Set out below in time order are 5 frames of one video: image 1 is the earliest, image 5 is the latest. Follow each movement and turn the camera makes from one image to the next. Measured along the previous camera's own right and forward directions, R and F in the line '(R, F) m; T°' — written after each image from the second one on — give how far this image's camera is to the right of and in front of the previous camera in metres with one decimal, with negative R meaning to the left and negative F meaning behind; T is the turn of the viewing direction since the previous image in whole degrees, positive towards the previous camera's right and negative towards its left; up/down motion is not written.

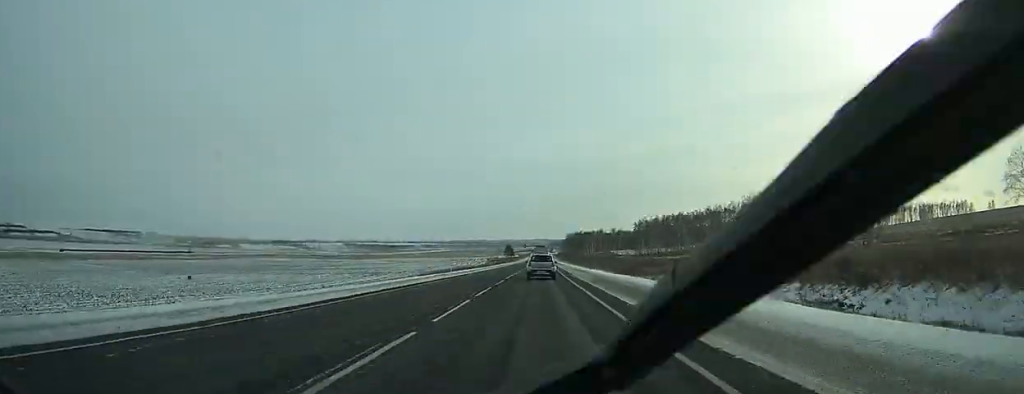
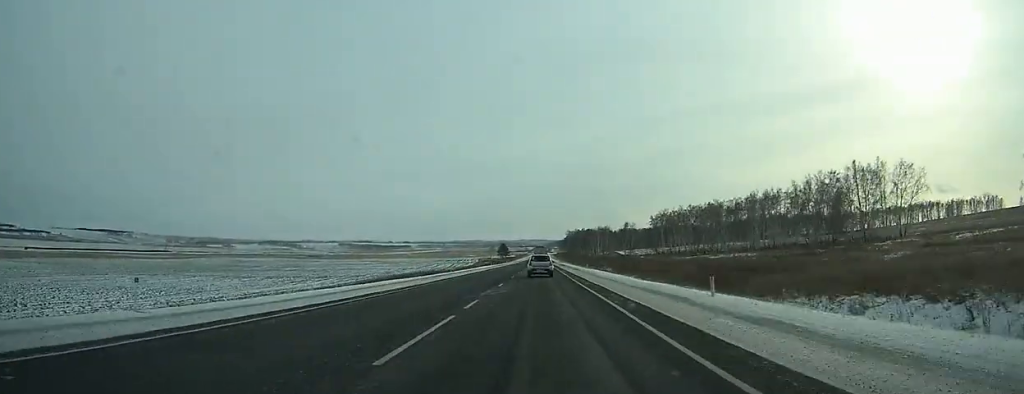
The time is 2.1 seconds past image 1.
(+0.1, +54.3) m; 0°
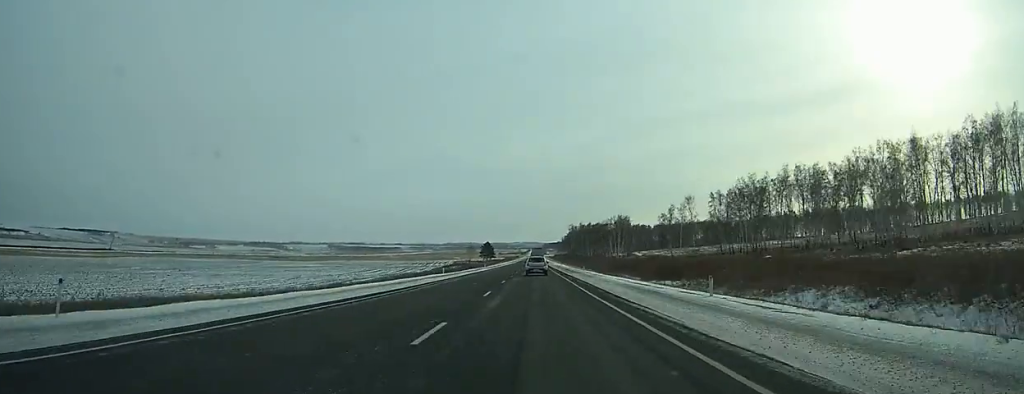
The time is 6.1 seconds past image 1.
(+0.6, +111.6) m; +1°
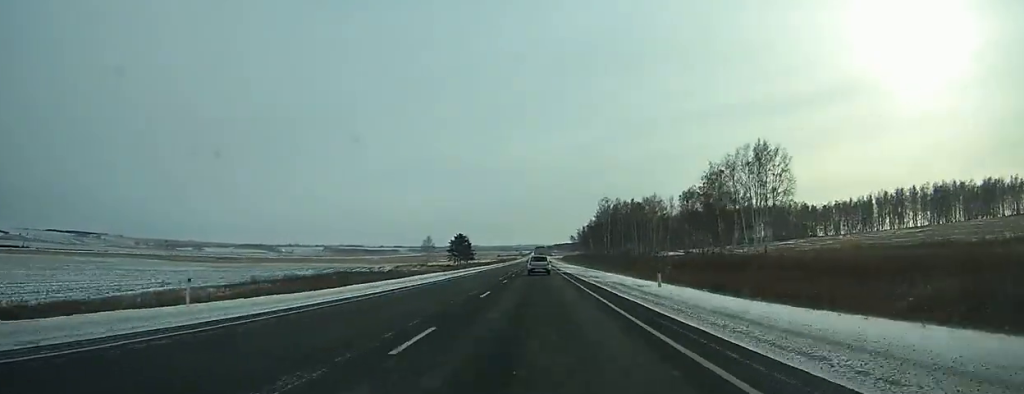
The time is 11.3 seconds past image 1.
(0.0, +141.7) m; 0°
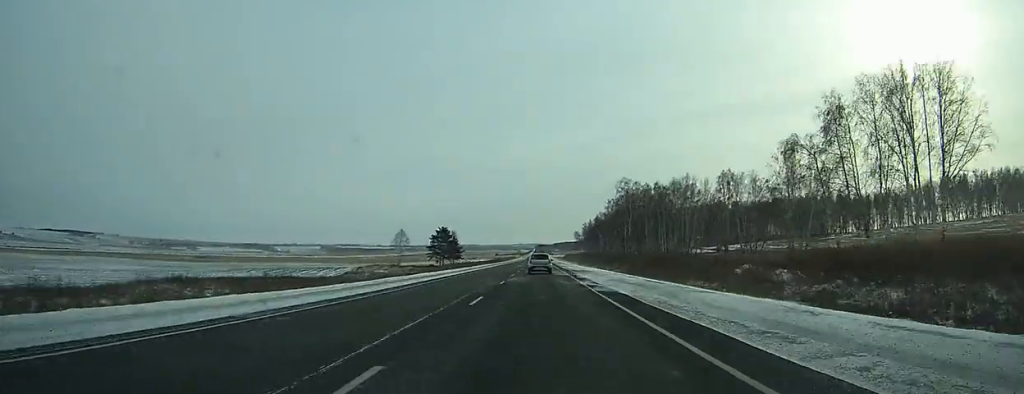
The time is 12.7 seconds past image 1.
(0.0, +41.8) m; 0°
